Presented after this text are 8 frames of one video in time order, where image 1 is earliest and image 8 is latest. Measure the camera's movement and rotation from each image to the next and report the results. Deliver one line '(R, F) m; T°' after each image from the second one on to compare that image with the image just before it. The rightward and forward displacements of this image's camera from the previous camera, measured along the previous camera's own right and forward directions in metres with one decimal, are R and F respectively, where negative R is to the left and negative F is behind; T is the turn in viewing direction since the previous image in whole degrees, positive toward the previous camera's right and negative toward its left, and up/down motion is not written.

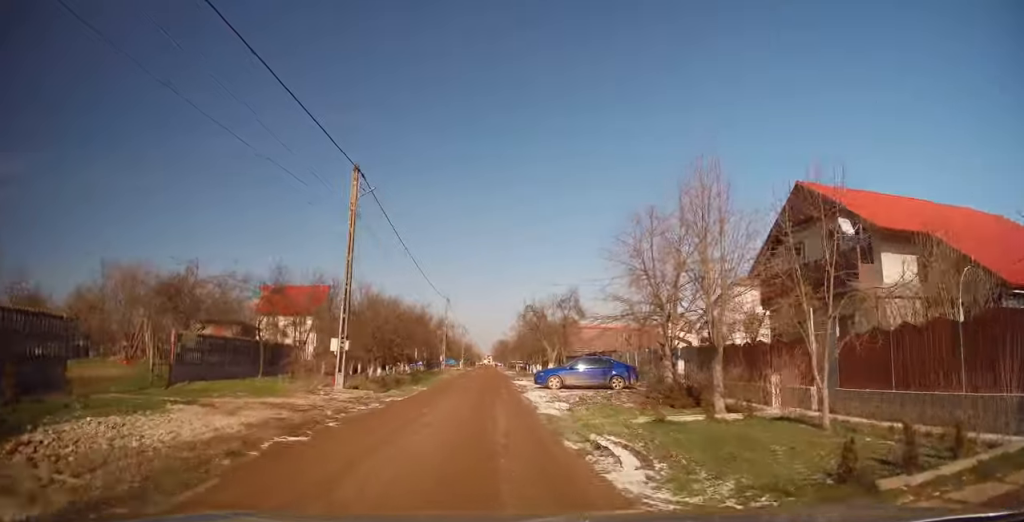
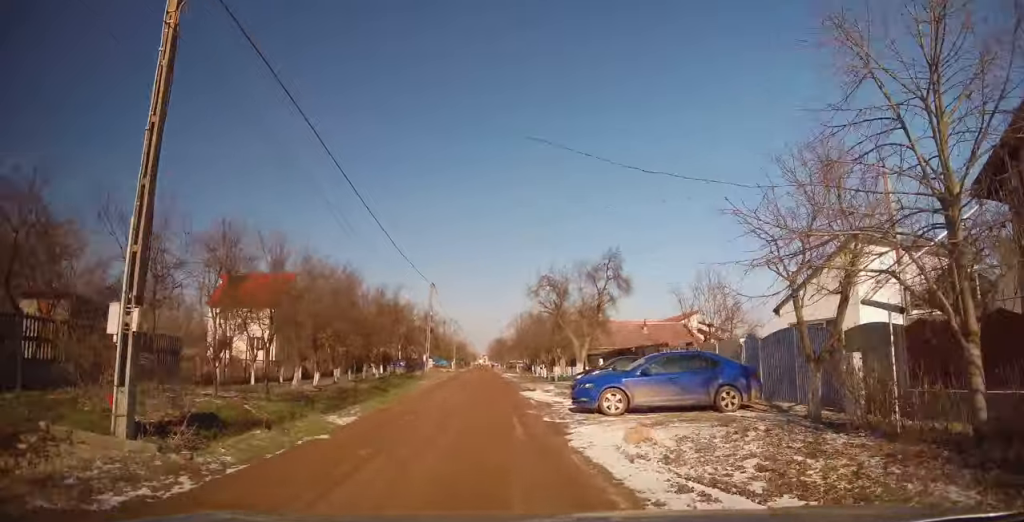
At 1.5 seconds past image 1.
(+0.2, +6.7) m; 0°
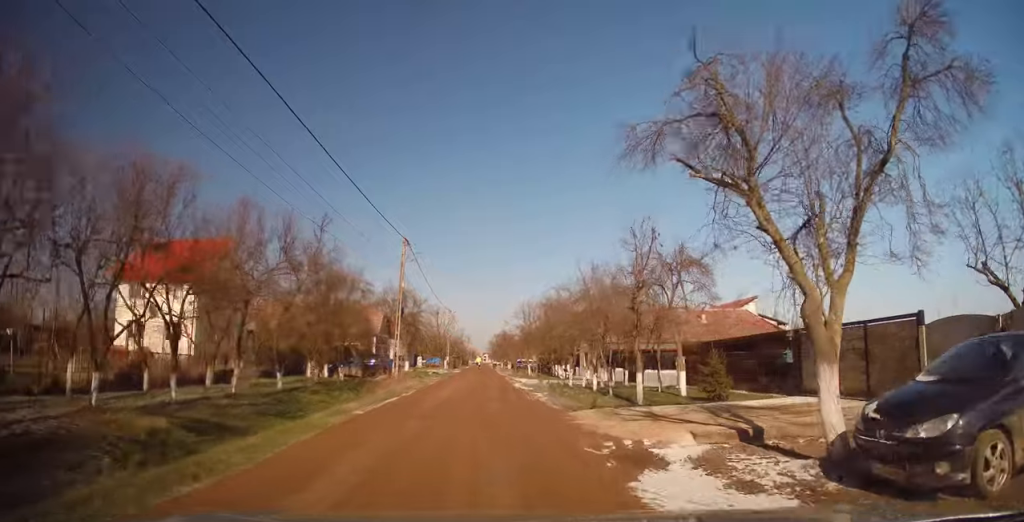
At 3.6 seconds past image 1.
(-0.5, +19.0) m; -2°
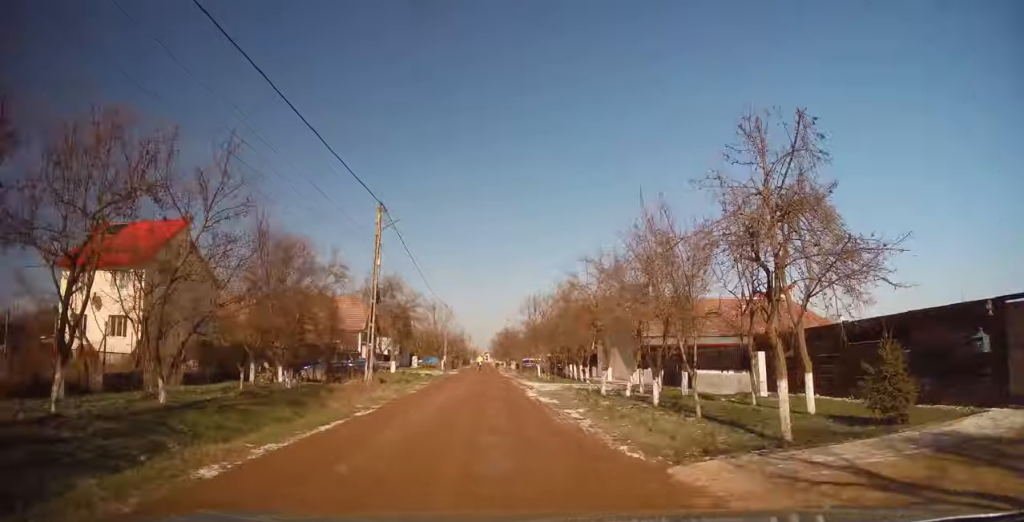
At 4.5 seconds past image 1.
(-0.1, +8.7) m; +1°
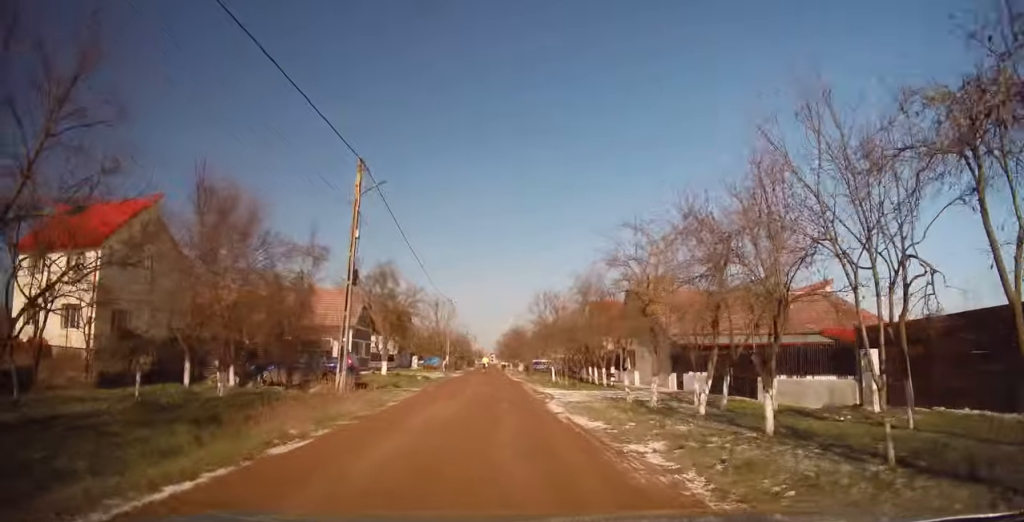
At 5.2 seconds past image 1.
(+0.1, +5.9) m; 0°
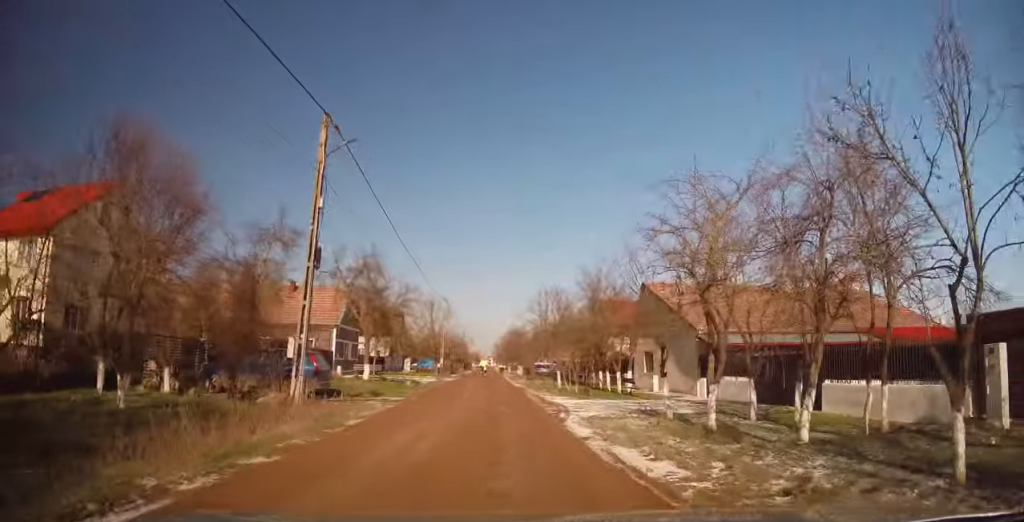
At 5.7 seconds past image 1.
(+0.2, +4.3) m; 0°
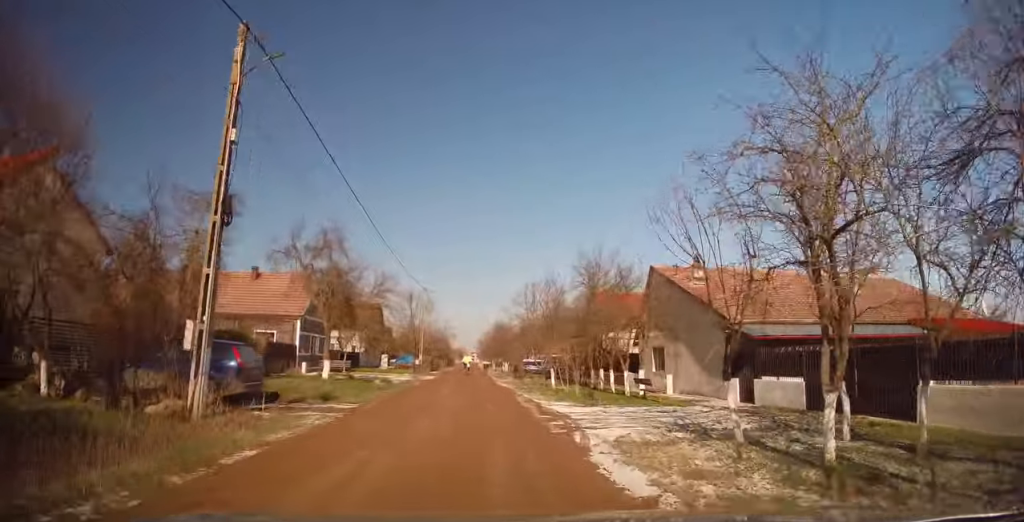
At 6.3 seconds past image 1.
(-0.2, +4.4) m; 0°
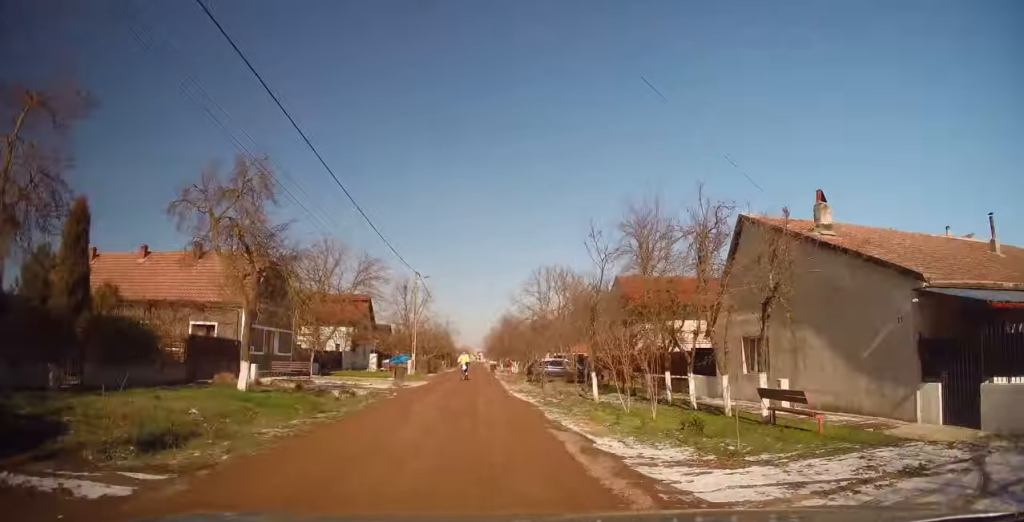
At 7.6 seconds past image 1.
(+0.2, +9.1) m; 0°
